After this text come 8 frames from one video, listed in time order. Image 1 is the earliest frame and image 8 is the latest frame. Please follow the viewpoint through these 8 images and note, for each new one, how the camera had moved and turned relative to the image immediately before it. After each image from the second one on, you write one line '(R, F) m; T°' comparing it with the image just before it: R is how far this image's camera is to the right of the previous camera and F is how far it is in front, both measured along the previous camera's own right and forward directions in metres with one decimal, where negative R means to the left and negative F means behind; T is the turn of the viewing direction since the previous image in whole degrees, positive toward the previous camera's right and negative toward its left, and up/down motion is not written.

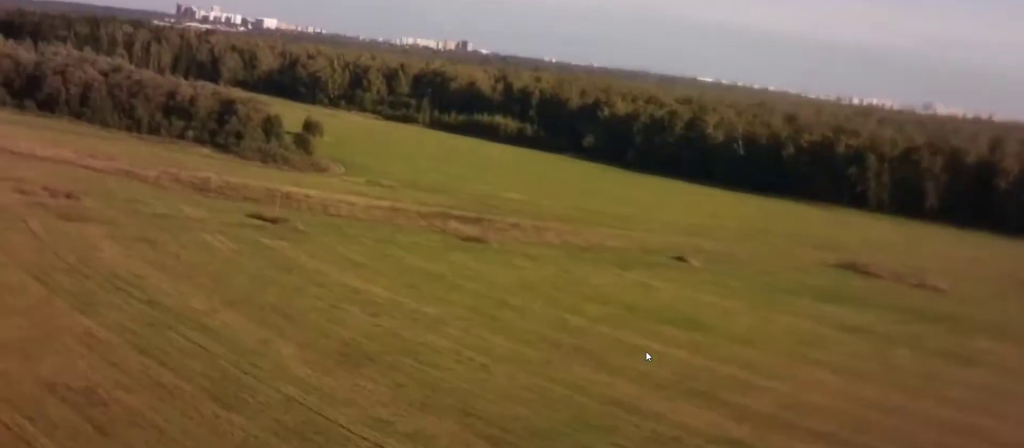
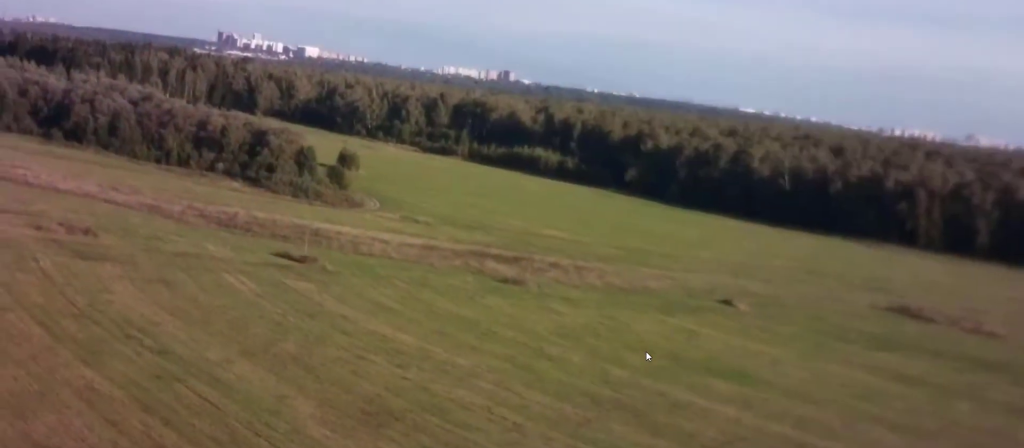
(-0.9, +14.8) m; -5°
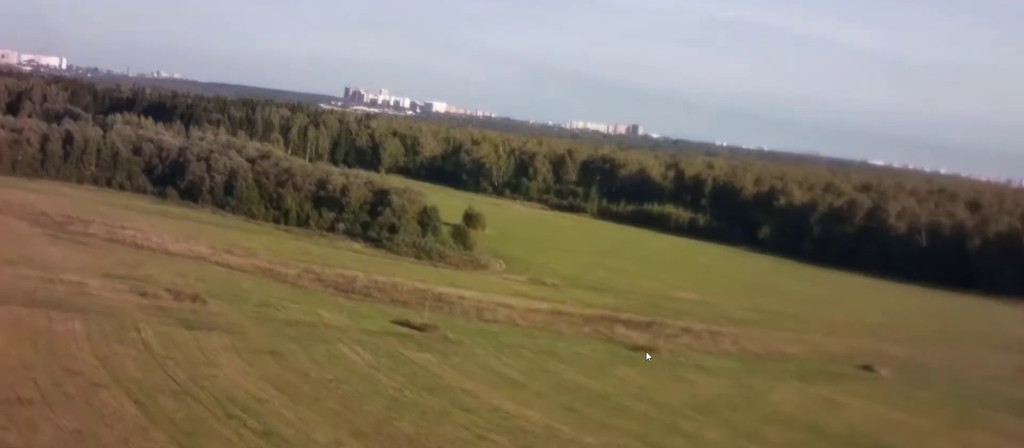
(-0.1, +12.3) m; -3°
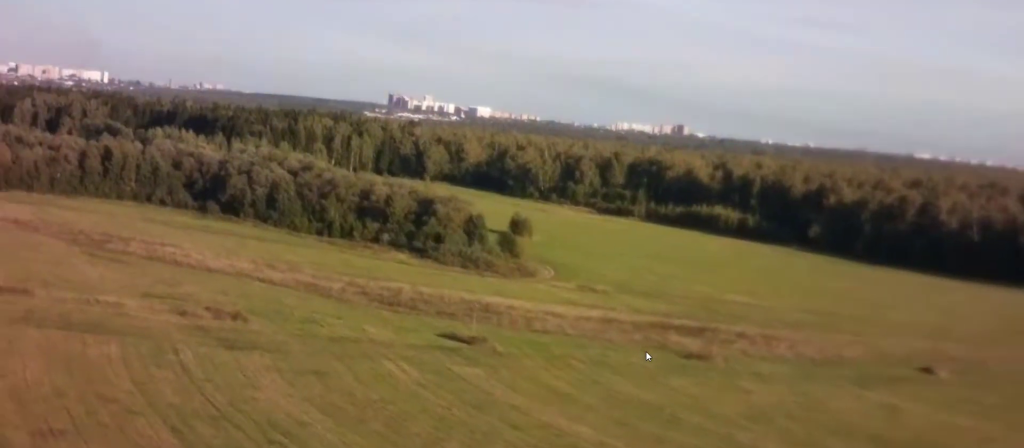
(-0.2, +7.5) m; -2°
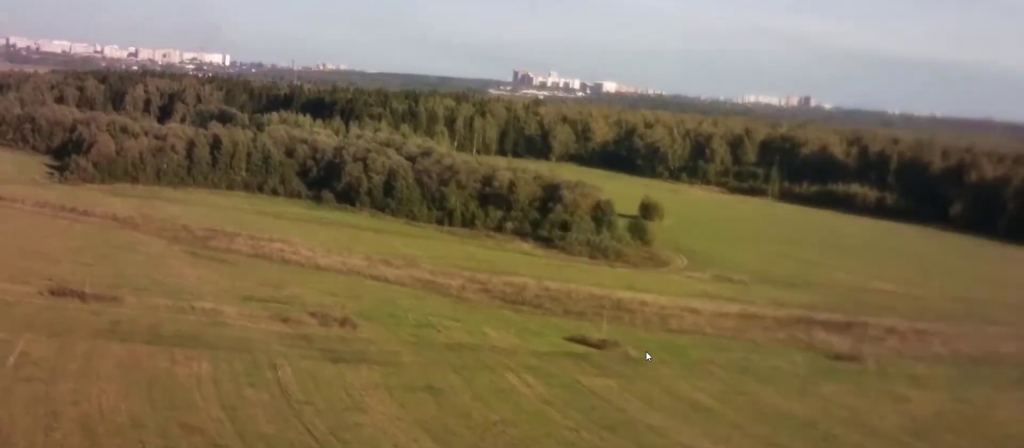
(-0.8, +23.1) m; -5°
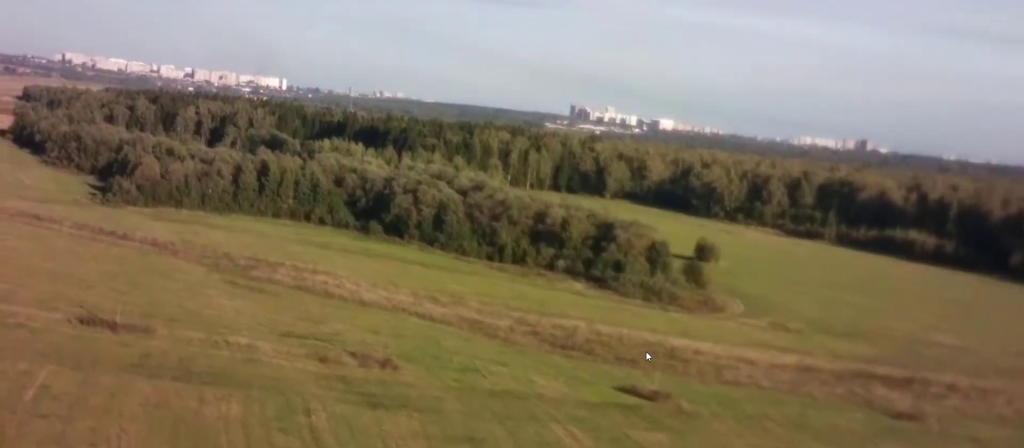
(-0.3, +9.3) m; -4°
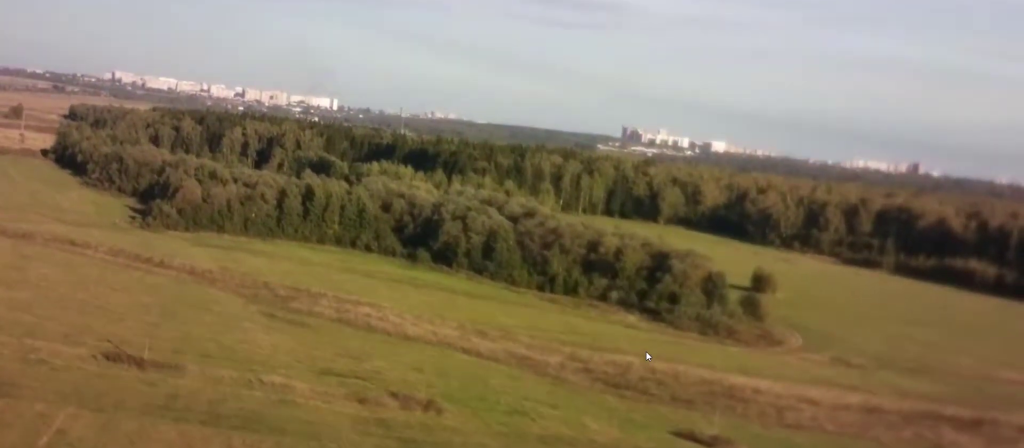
(-0.7, +14.6) m; -3°
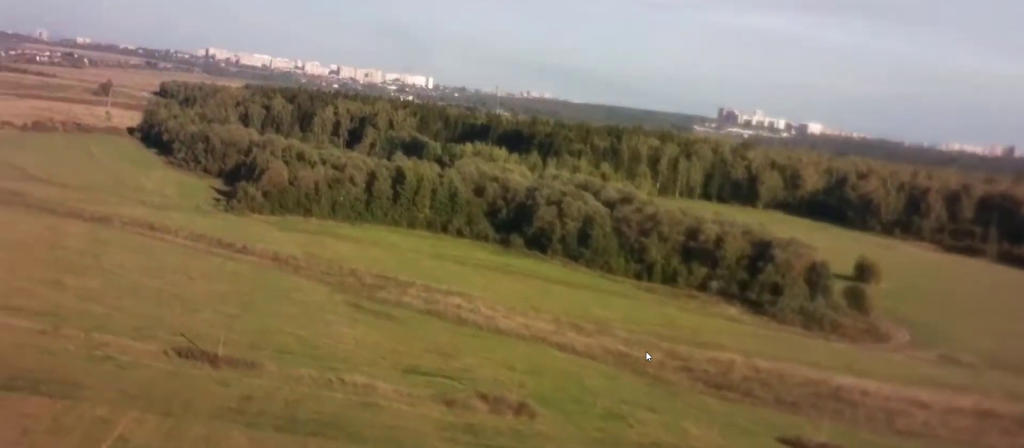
(-0.1, +11.8) m; -2°
